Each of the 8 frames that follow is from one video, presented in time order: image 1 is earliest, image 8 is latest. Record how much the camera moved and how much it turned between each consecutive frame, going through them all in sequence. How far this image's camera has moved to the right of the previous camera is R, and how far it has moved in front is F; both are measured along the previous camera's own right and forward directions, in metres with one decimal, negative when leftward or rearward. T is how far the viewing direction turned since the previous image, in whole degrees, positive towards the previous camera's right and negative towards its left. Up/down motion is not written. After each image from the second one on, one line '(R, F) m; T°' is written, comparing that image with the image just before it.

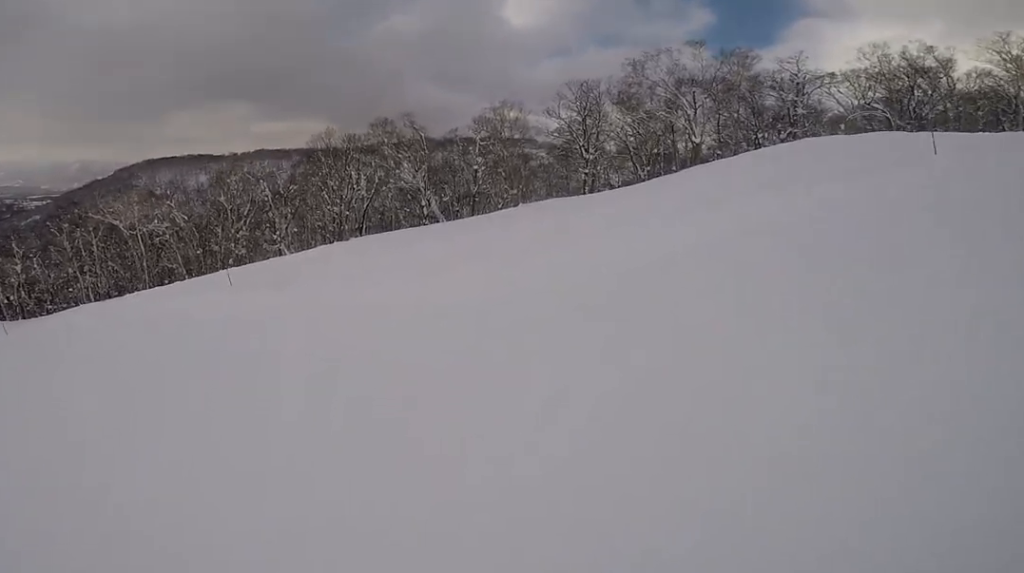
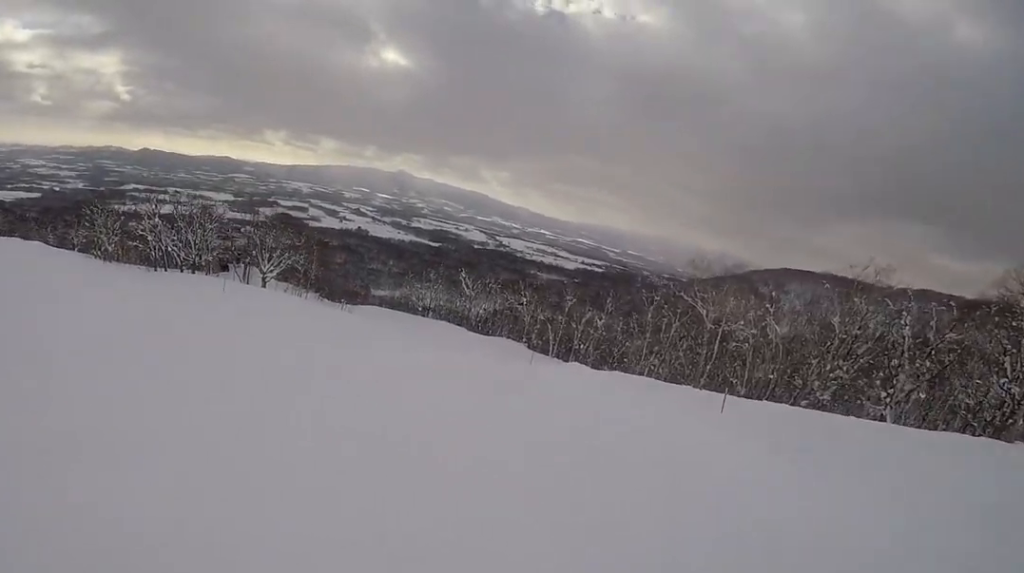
(-0.3, +7.3) m; -33°
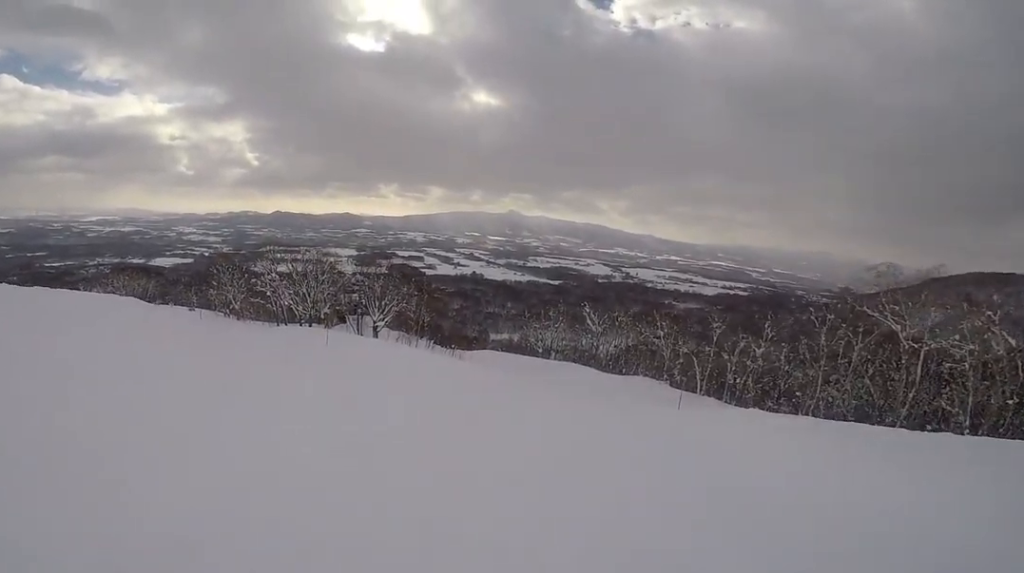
(-1.7, +4.0) m; -29°
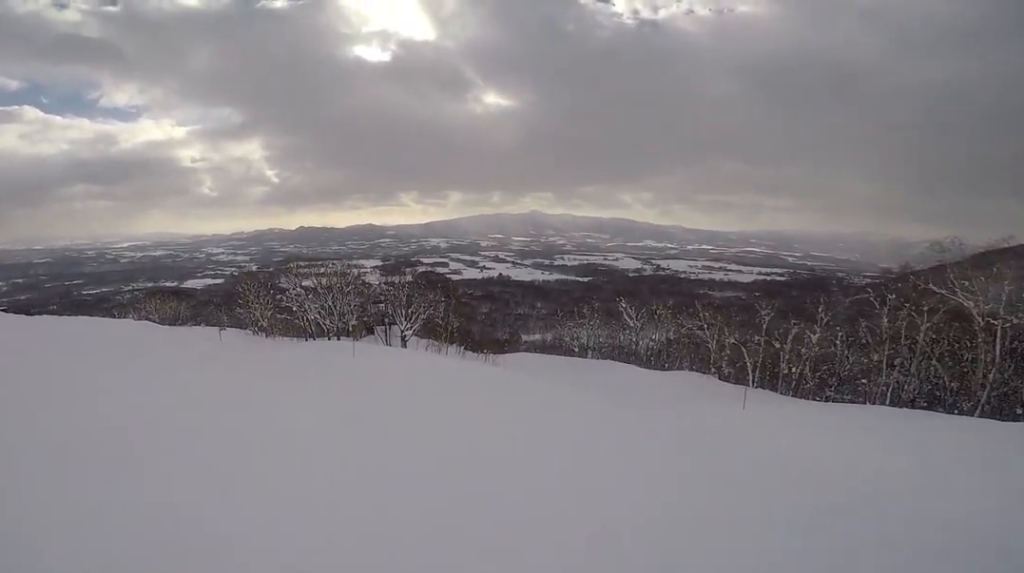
(-0.4, +2.2) m; -12°
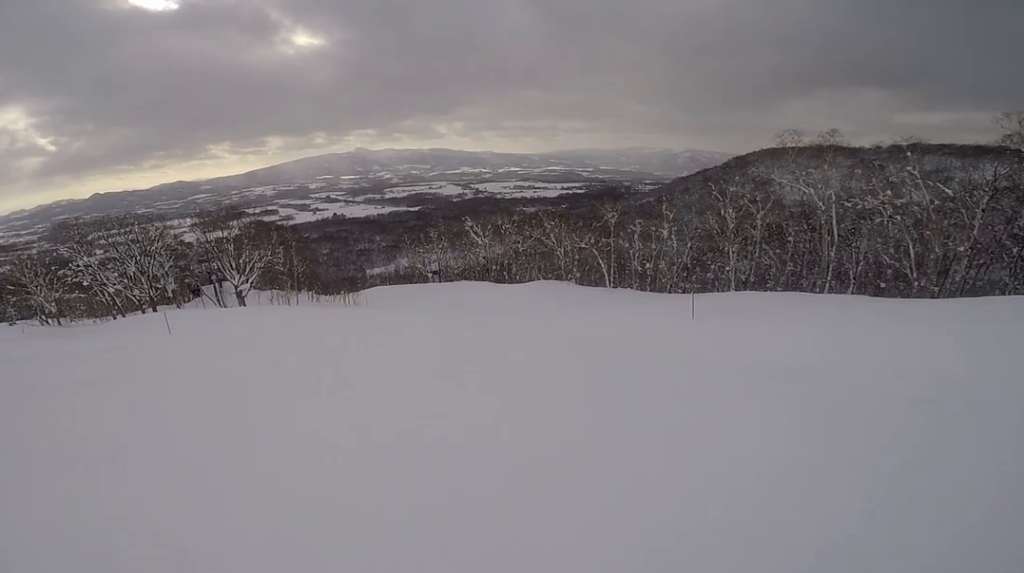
(-0.4, +9.9) m; -3°
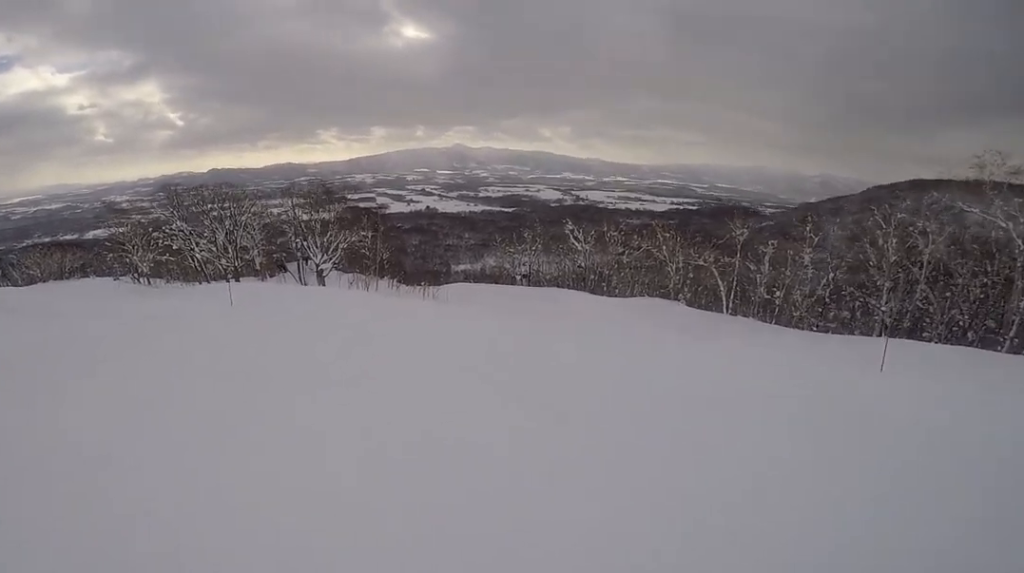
(0.0, +3.9) m; -1°
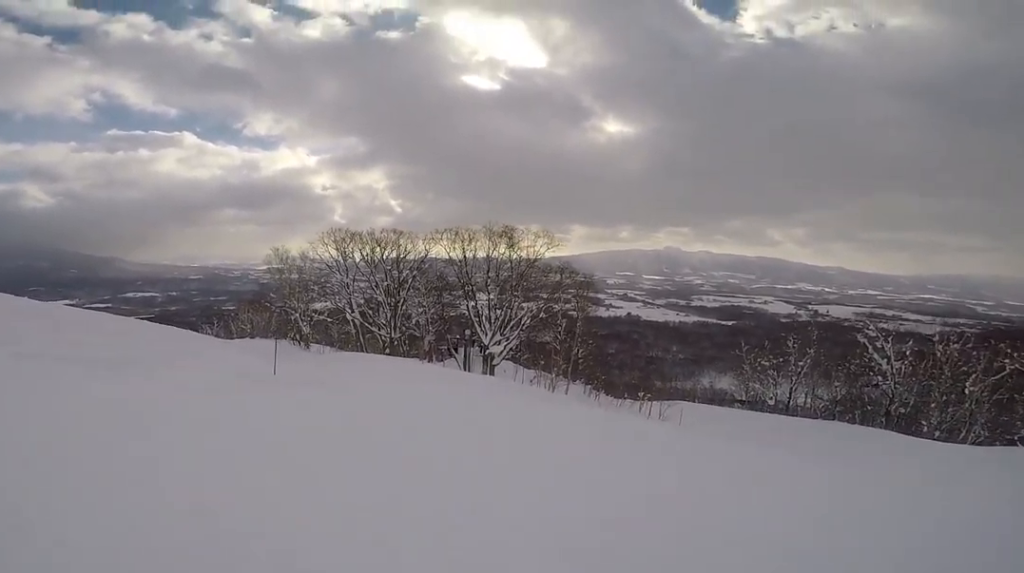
(-1.7, +14.7) m; -23°
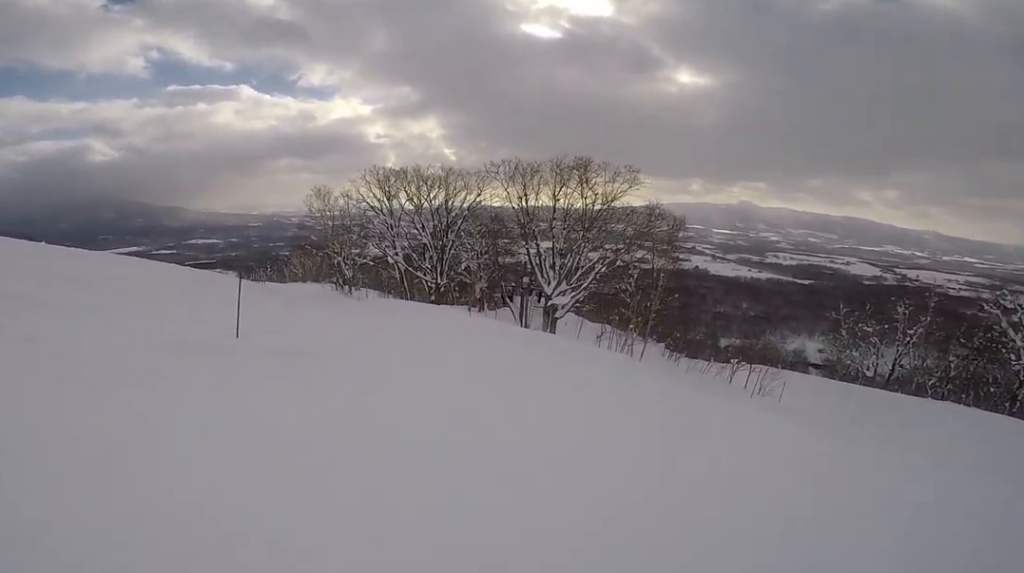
(-0.8, +4.7) m; -3°
